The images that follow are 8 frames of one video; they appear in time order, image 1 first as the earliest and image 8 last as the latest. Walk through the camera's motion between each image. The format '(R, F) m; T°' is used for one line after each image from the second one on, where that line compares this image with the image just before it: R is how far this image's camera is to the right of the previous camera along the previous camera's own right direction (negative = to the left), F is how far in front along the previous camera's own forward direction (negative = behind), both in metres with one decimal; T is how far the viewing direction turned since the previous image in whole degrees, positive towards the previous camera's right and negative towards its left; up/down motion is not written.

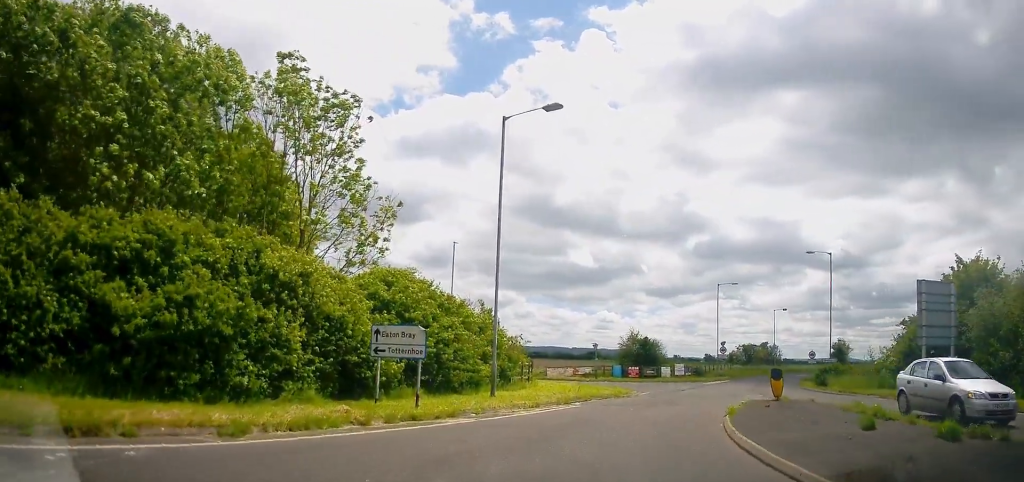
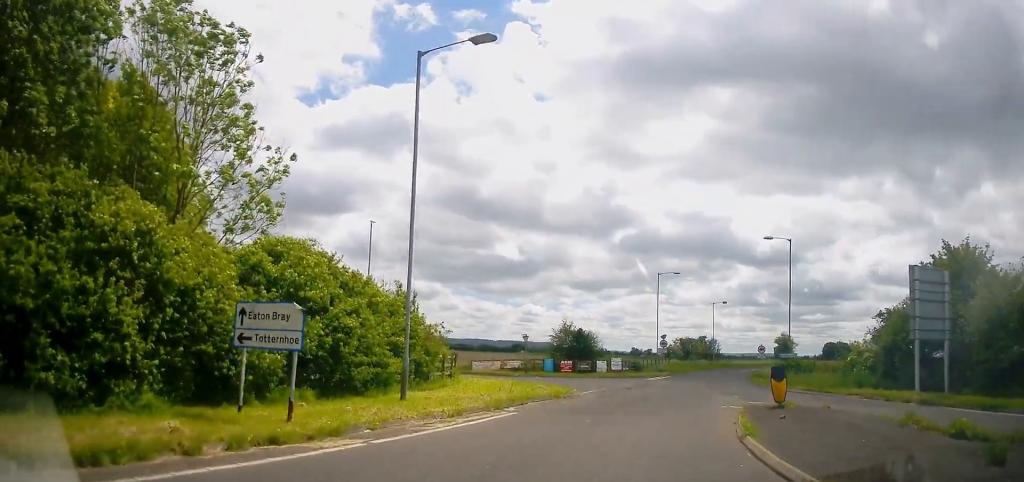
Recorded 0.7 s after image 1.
(0.0, +4.2) m; +7°
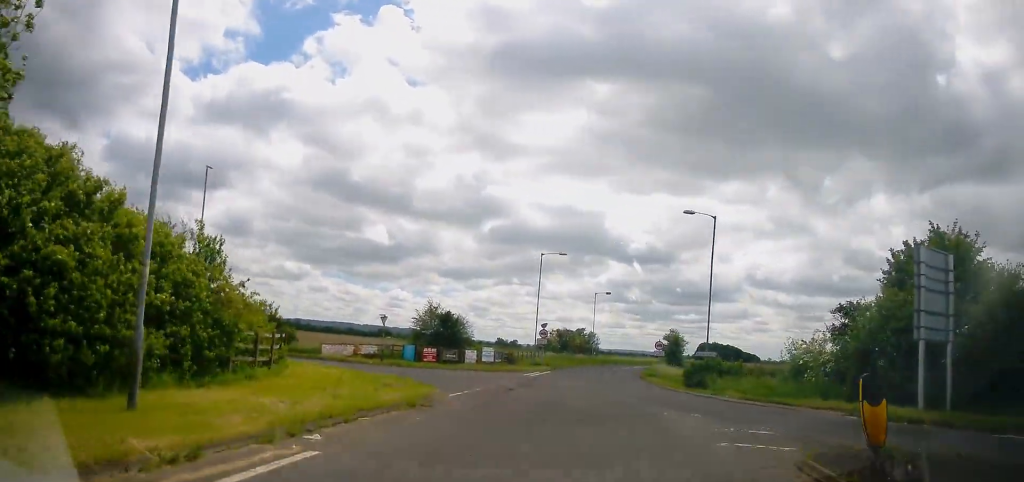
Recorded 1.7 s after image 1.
(+0.8, +7.4) m; +10°
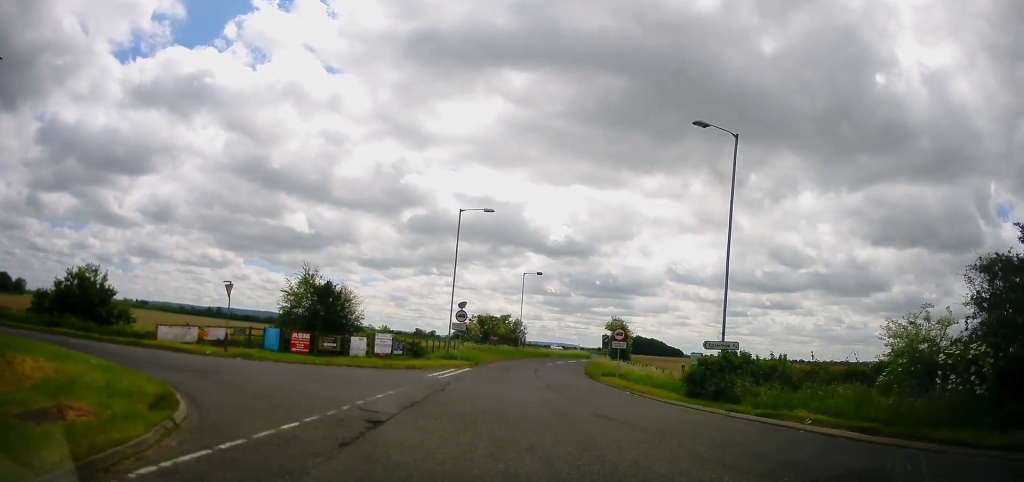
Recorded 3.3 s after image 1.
(+1.5, +13.4) m; +9°
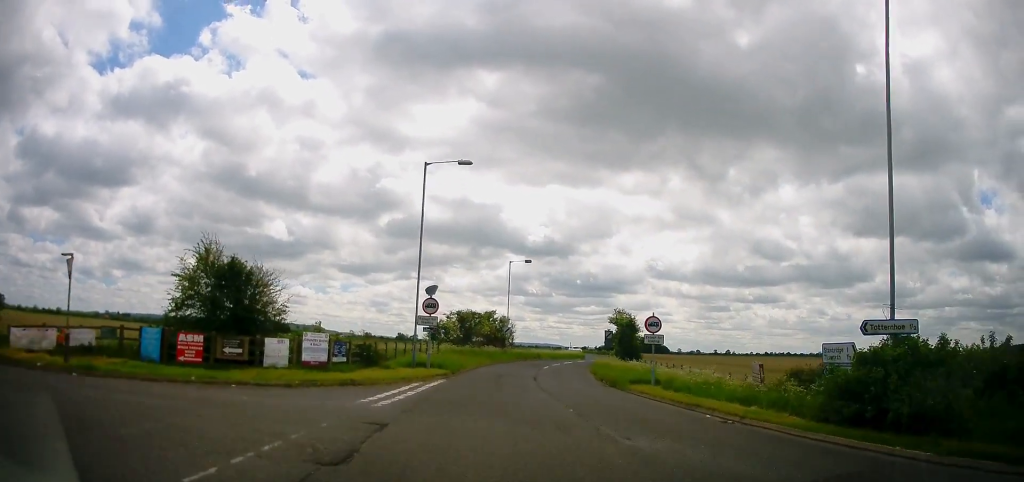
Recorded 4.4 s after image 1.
(0.0, +10.5) m; +1°
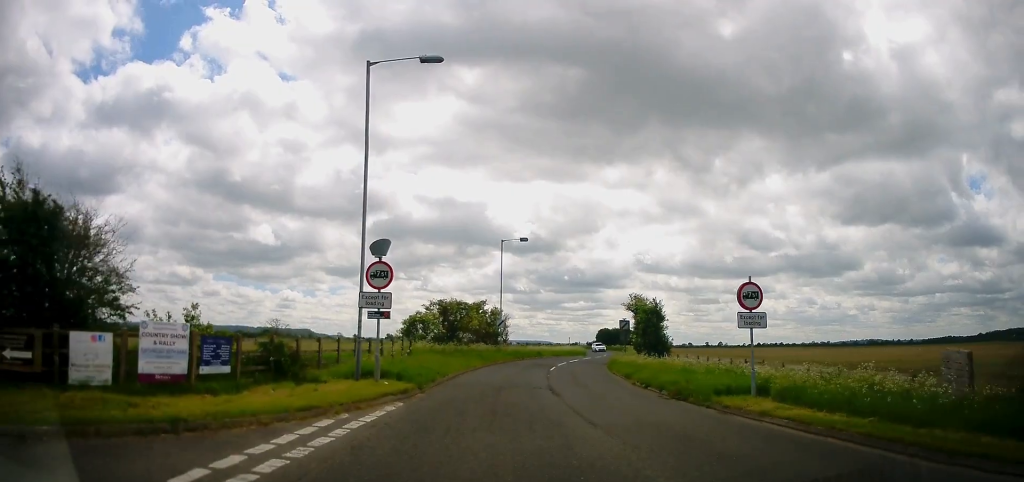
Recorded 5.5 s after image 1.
(+0.2, +10.7) m; 0°
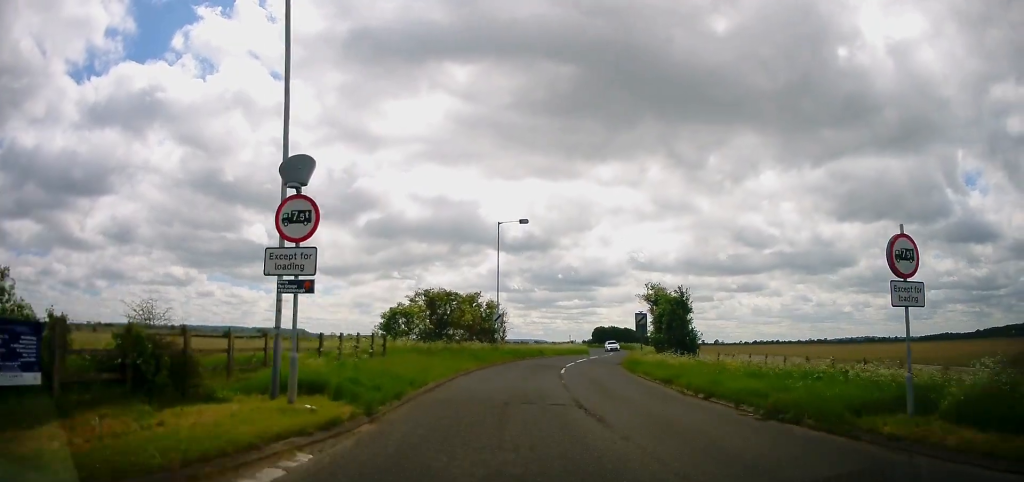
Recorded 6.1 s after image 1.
(-0.1, +6.8) m; +2°
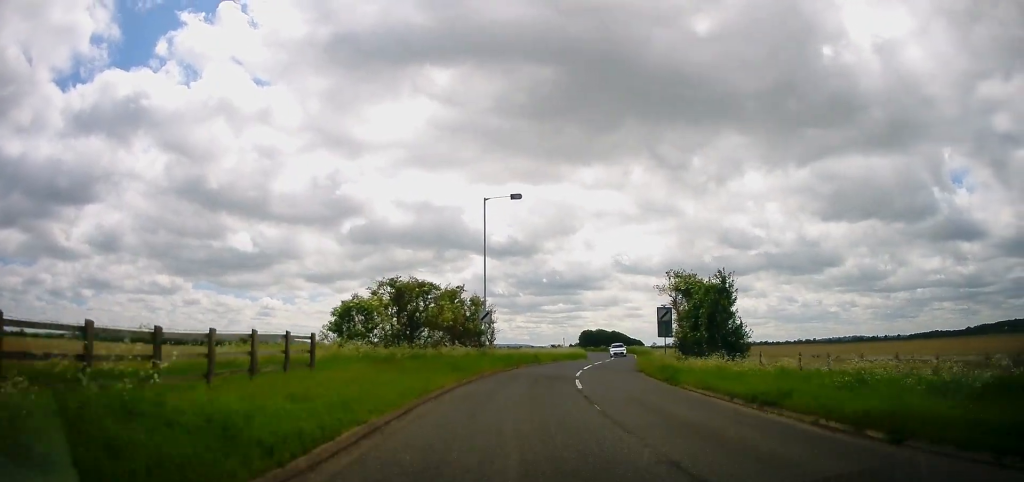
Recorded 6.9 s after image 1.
(+0.1, +8.7) m; +3°
